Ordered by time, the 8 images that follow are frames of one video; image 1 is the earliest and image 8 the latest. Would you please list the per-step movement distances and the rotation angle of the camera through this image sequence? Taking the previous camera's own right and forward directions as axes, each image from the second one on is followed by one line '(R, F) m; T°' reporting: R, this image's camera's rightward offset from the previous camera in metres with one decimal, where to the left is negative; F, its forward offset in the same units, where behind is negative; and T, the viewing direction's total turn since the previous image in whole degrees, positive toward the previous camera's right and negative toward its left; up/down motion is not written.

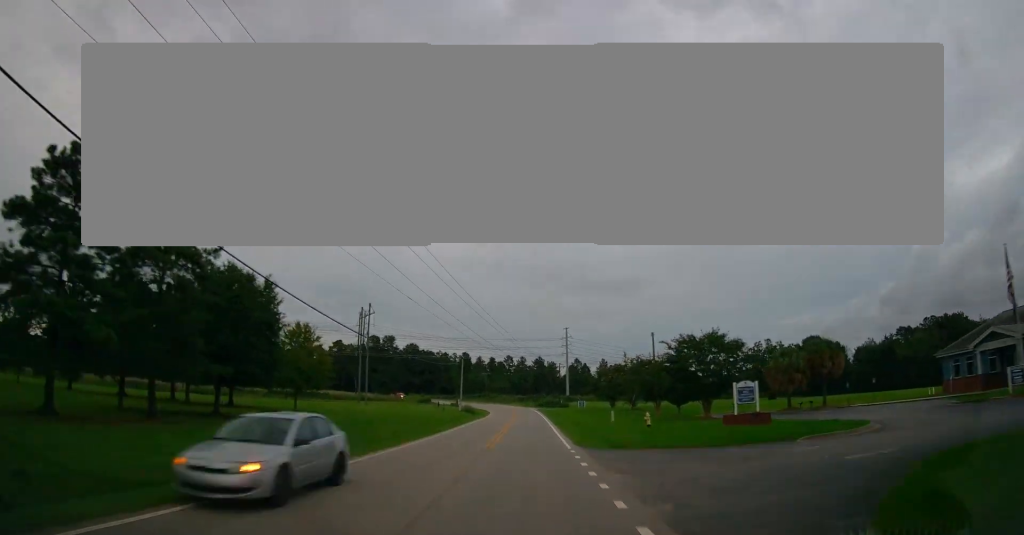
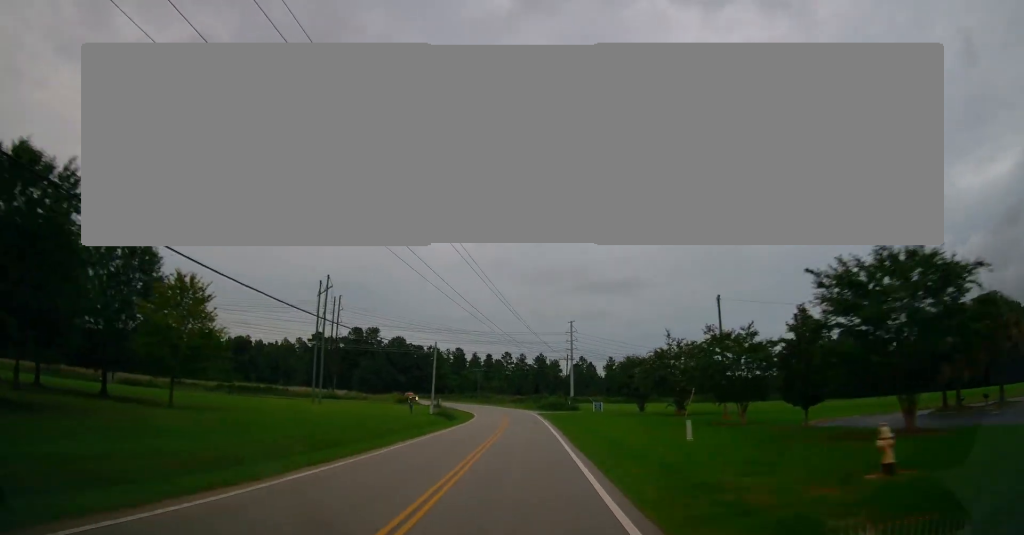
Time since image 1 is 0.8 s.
(+0.1, +23.1) m; 0°
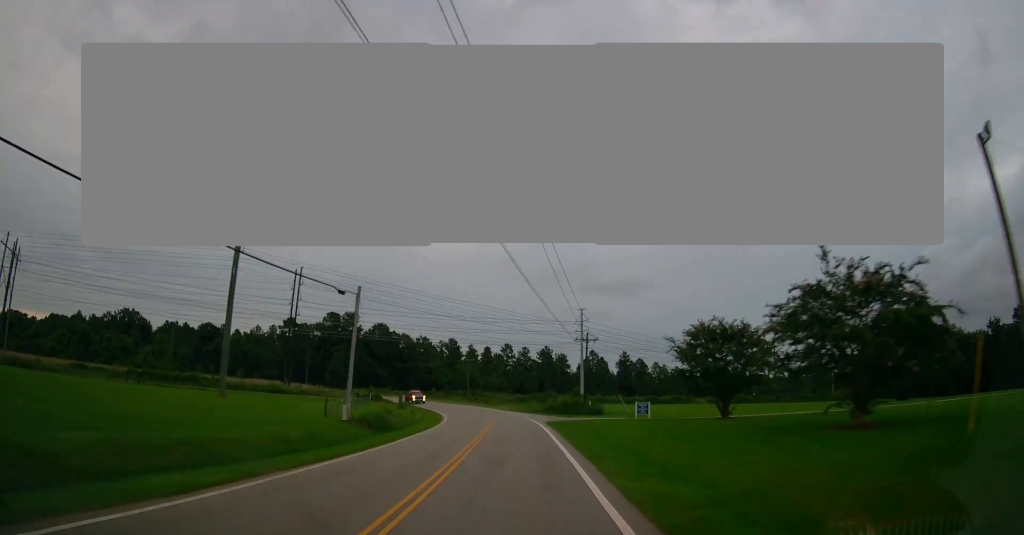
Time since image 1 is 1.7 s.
(+0.2, +27.6) m; -1°
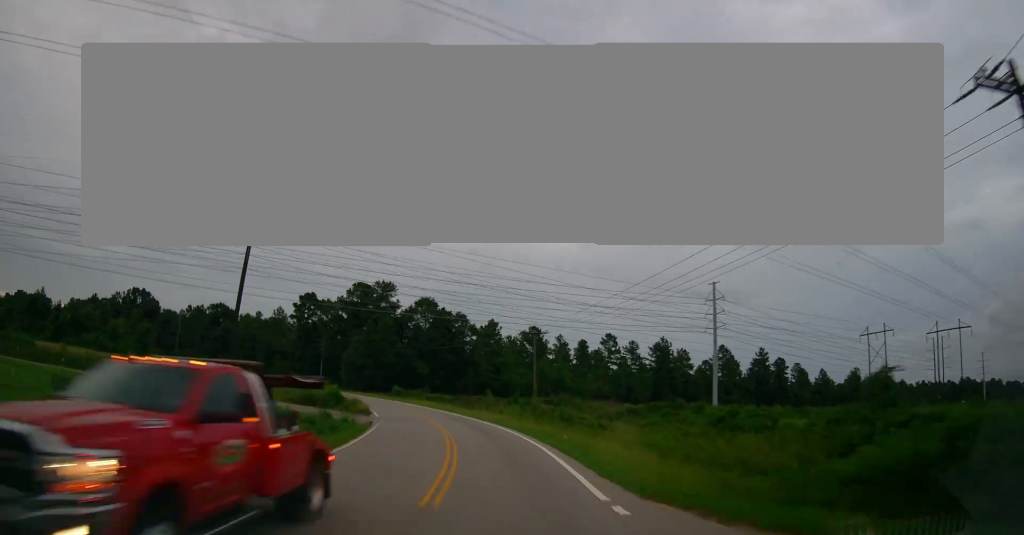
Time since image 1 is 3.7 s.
(-2.1, +54.8) m; -6°
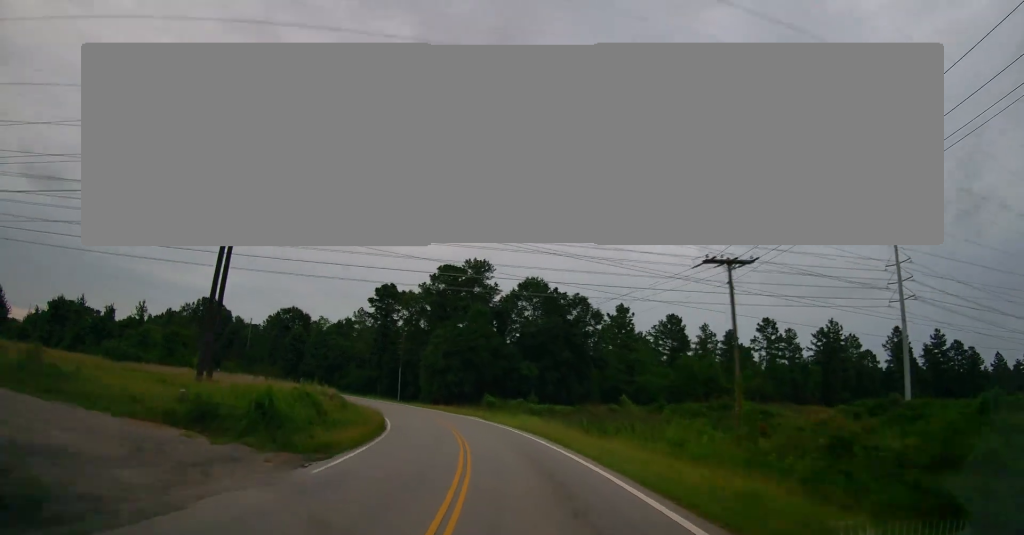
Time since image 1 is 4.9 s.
(-2.2, +29.3) m; -10°
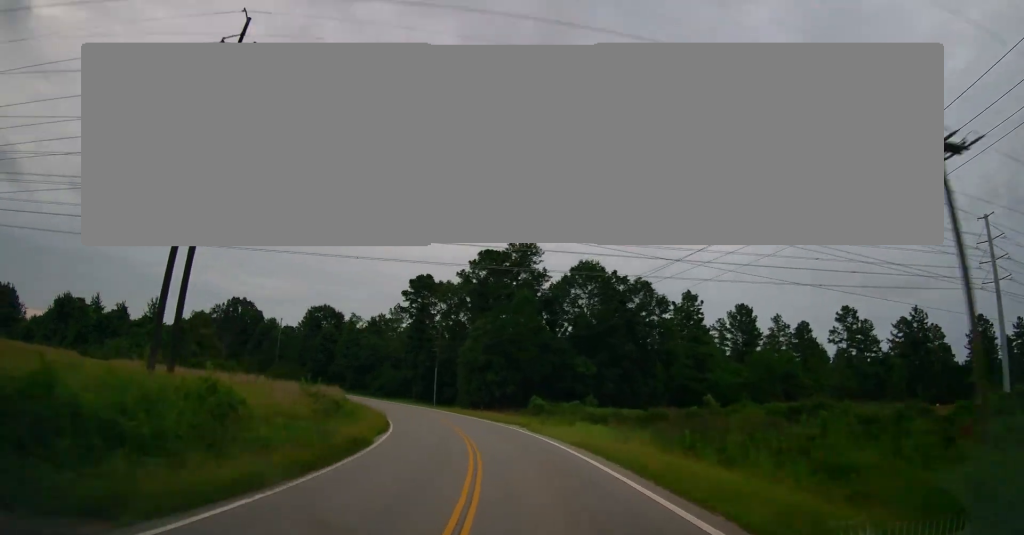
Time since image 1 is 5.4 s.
(-0.2, +11.8) m; -5°
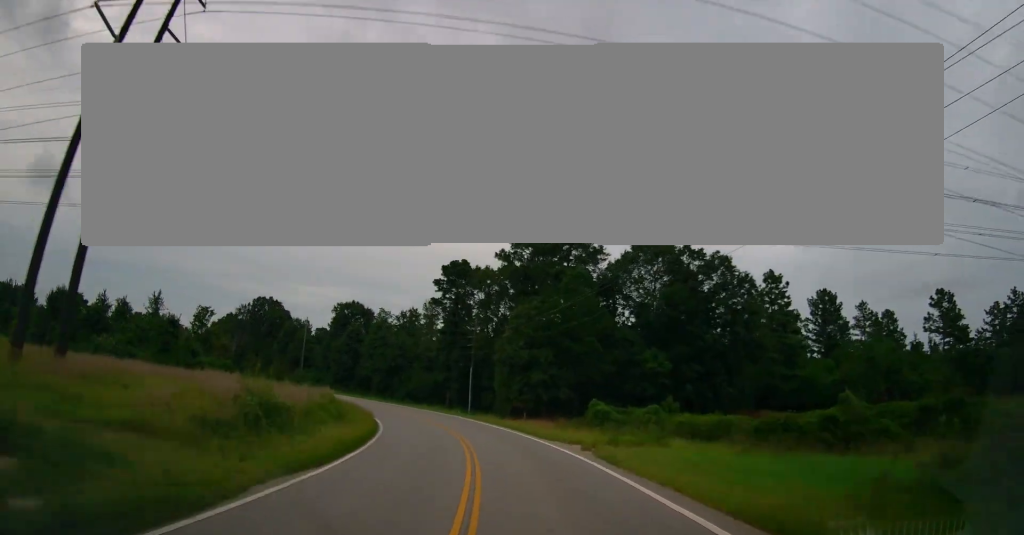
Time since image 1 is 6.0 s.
(-1.0, +12.9) m; -6°
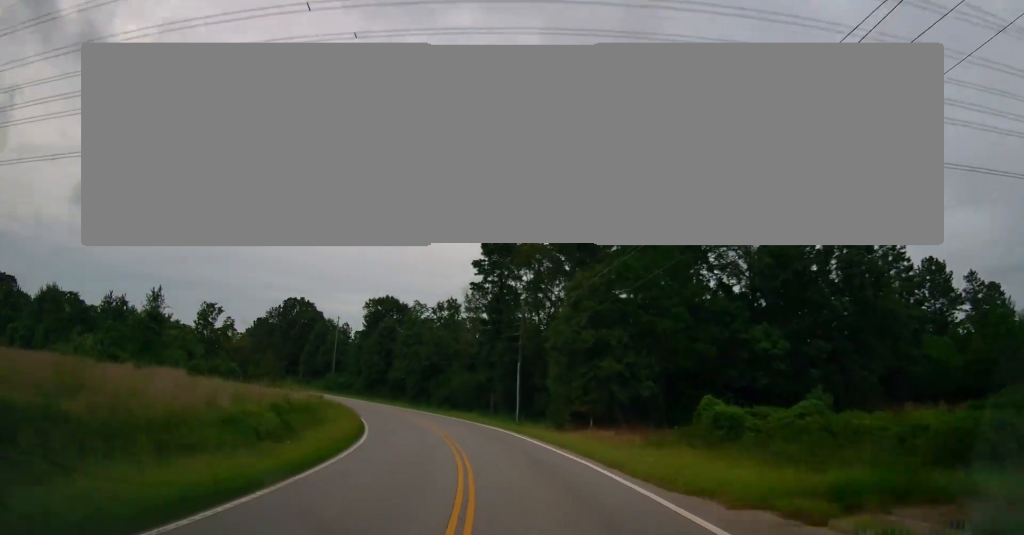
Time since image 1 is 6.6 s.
(-0.3, +13.5) m; -6°
